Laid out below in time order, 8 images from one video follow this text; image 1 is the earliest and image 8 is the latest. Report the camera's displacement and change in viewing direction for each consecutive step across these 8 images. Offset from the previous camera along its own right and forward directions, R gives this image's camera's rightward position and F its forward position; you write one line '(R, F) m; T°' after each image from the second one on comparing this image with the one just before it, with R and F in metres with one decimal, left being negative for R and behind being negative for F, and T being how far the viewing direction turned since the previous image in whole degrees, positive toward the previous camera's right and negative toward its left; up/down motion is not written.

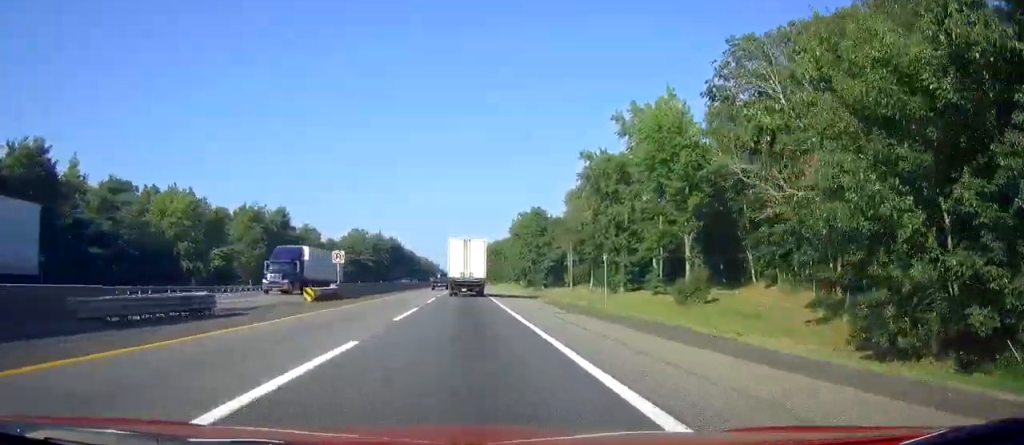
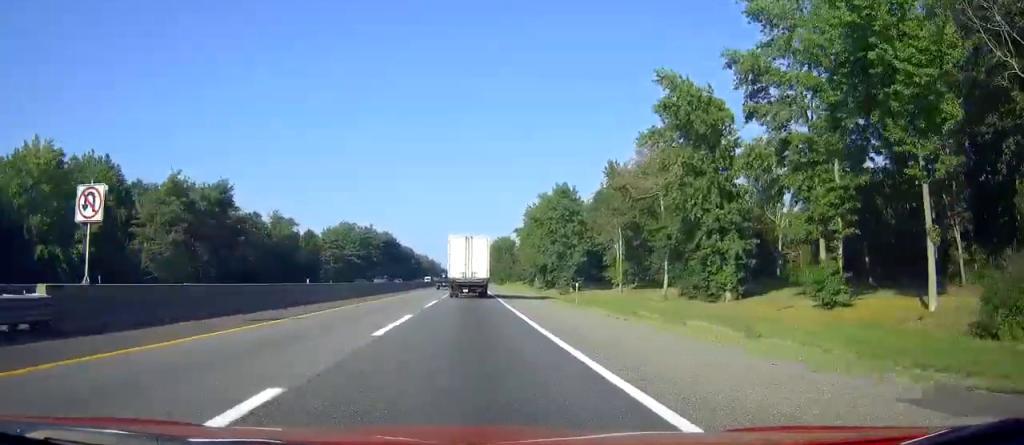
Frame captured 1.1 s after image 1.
(0.0, +35.7) m; 0°
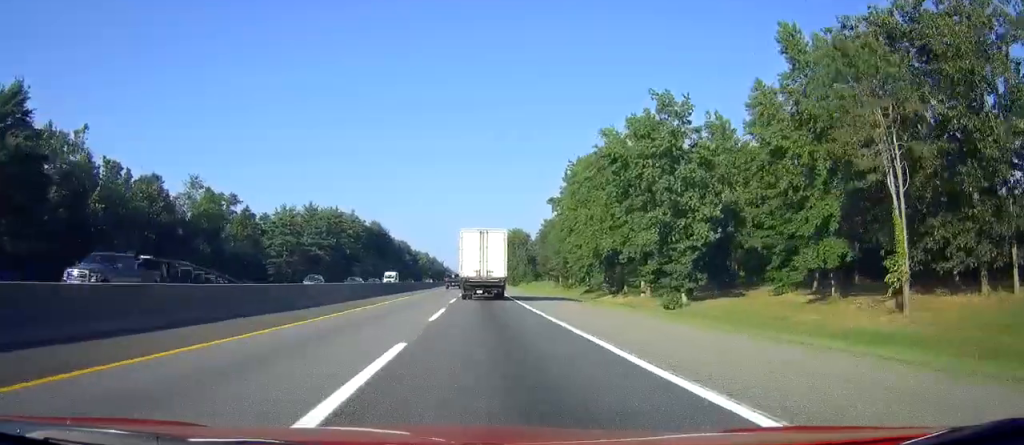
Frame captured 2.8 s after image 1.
(0.0, +55.6) m; -2°
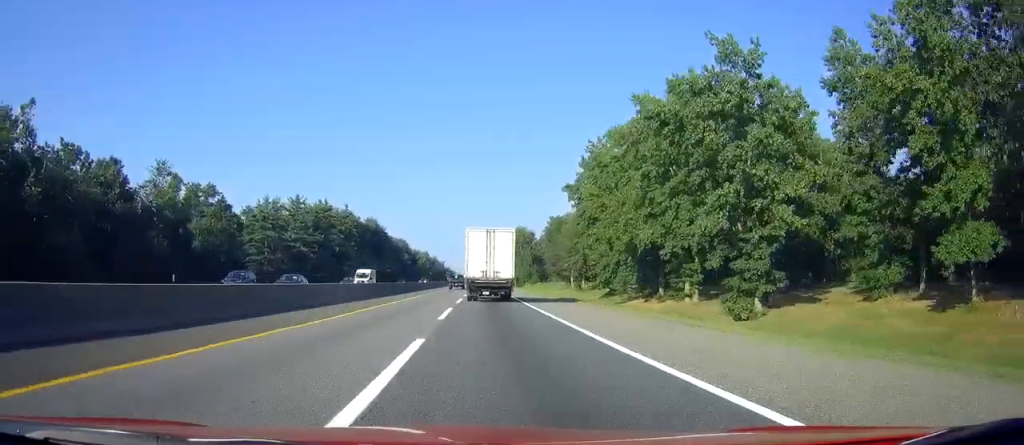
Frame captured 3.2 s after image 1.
(-0.4, +14.3) m; -1°
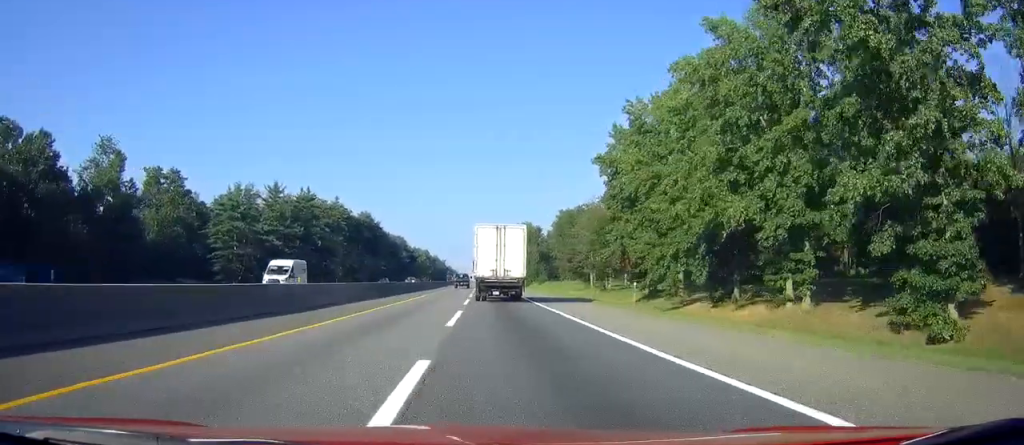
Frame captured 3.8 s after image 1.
(-0.6, +18.6) m; -1°
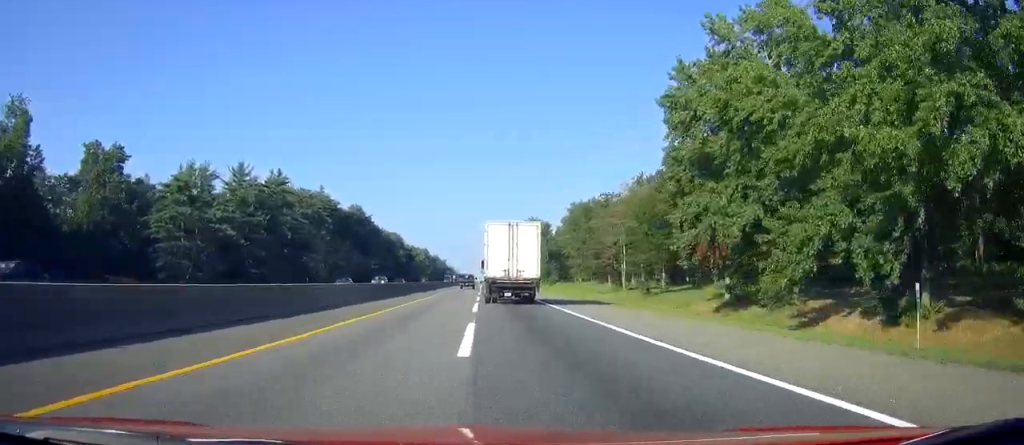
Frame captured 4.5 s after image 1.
(+0.3, +22.1) m; +1°
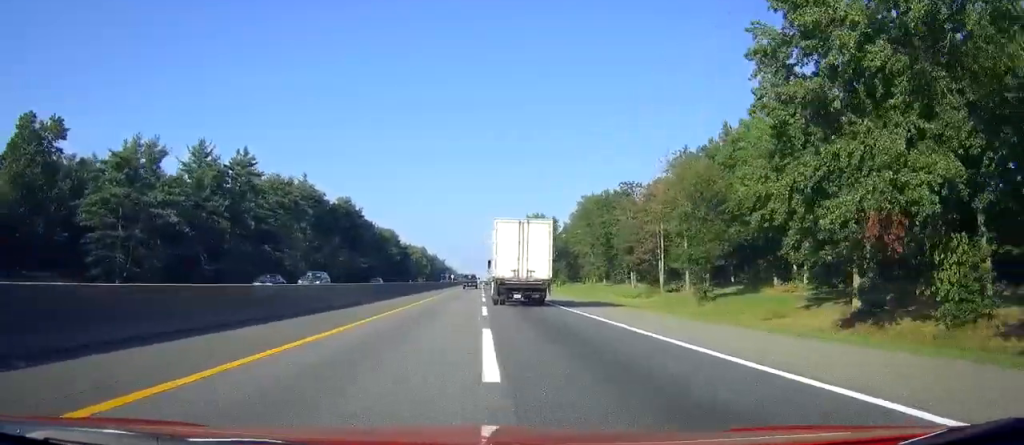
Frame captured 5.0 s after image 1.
(+0.1, +17.7) m; +1°
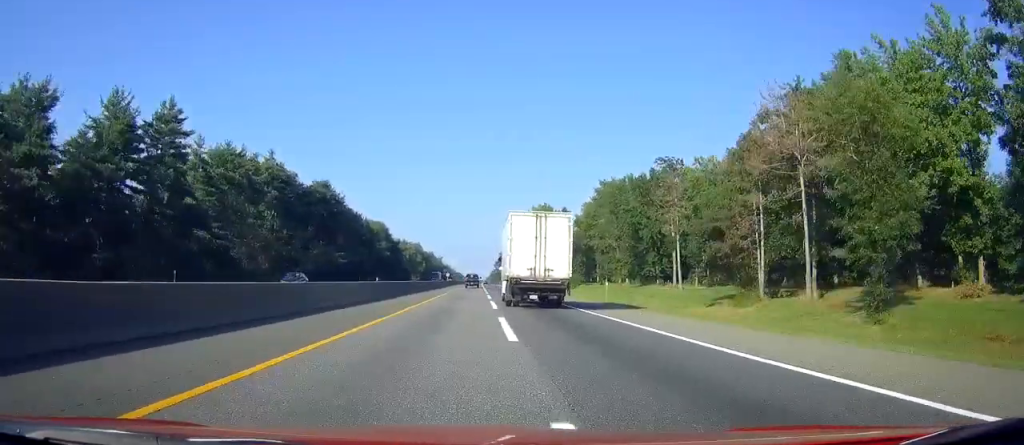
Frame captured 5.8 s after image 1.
(0.0, +25.5) m; +1°
